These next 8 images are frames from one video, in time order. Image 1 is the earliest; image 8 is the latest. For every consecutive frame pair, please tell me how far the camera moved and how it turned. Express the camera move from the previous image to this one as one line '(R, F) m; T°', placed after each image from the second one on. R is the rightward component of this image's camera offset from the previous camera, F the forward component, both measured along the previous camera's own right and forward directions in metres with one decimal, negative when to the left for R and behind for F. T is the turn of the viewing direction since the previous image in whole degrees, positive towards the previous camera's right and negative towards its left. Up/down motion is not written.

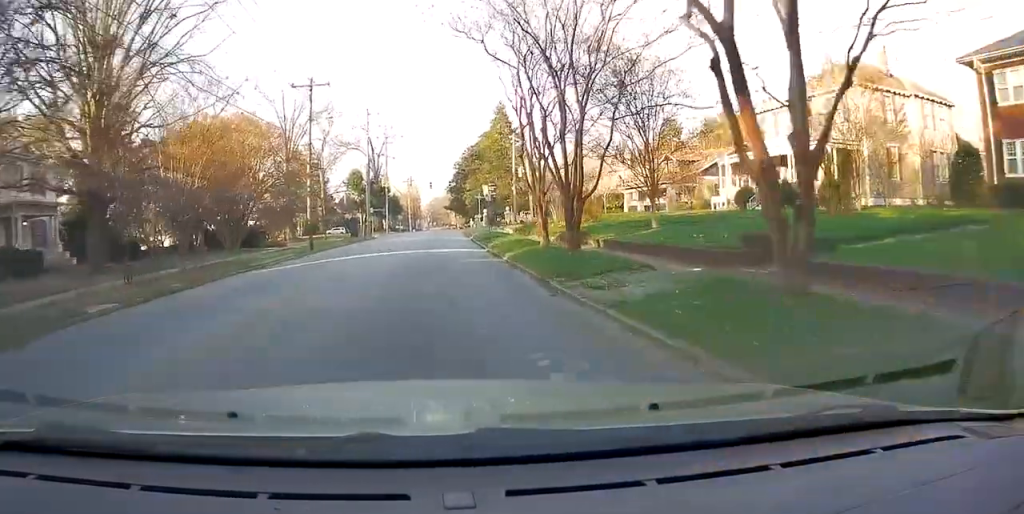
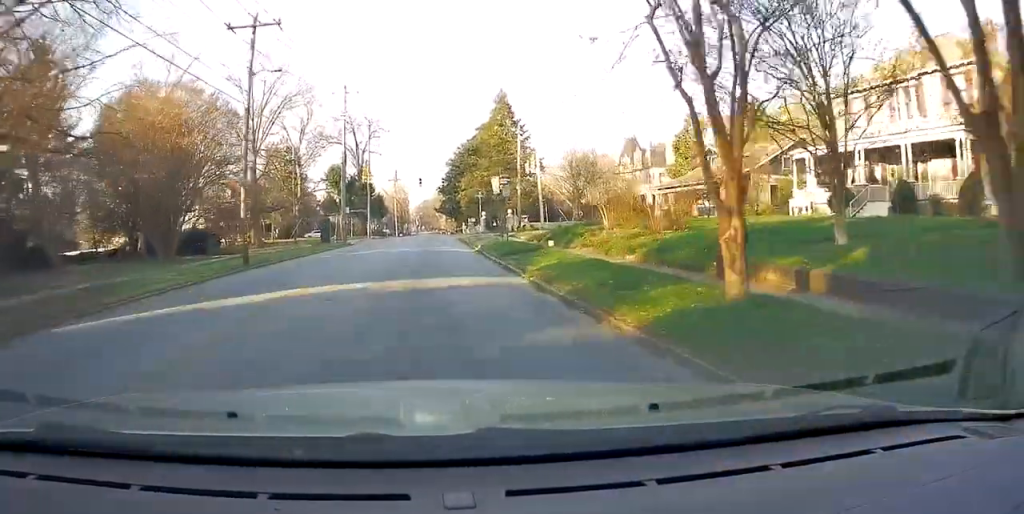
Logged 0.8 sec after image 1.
(+0.1, +12.1) m; +1°
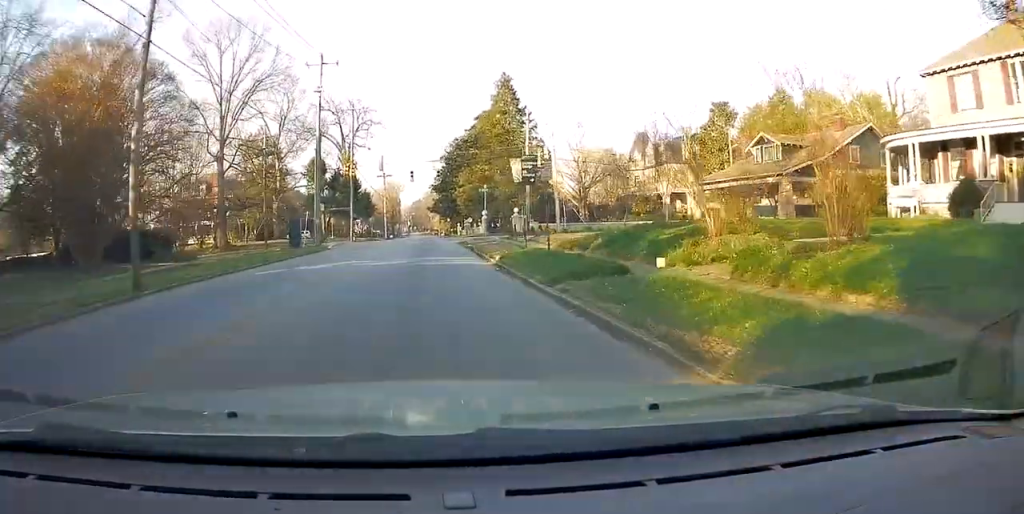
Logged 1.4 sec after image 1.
(0.0, +9.8) m; 0°
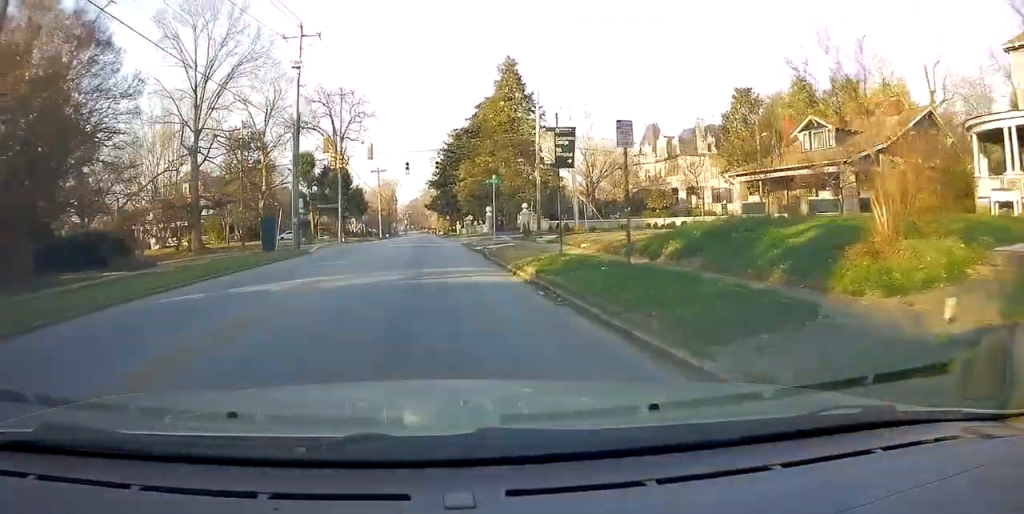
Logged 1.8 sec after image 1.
(+0.1, +6.4) m; 0°
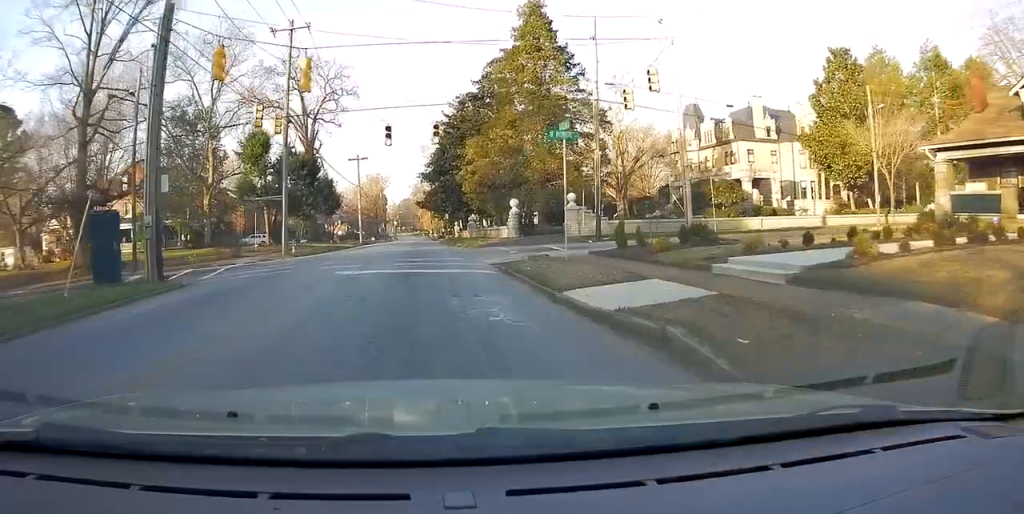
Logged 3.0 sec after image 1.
(-0.2, +18.4) m; +2°
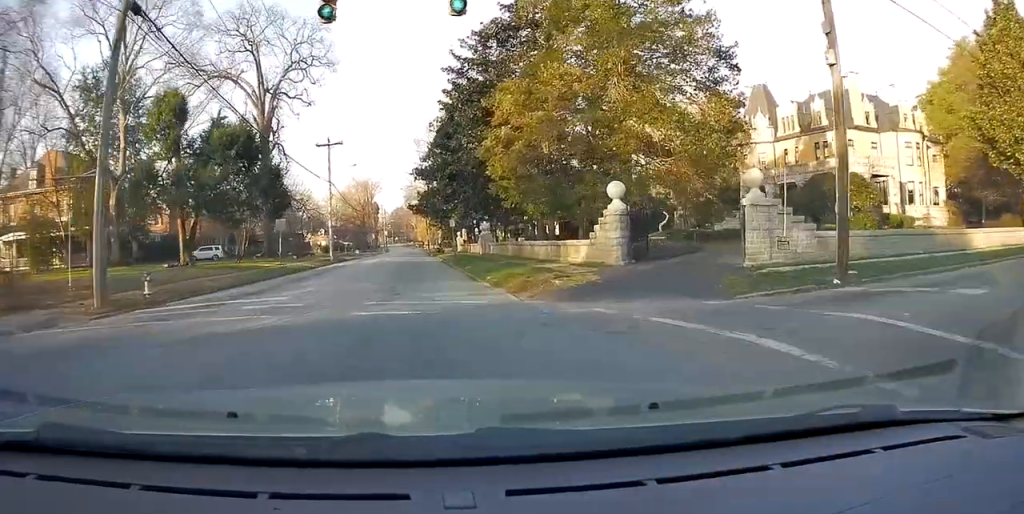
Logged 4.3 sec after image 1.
(+1.1, +19.2) m; +3°
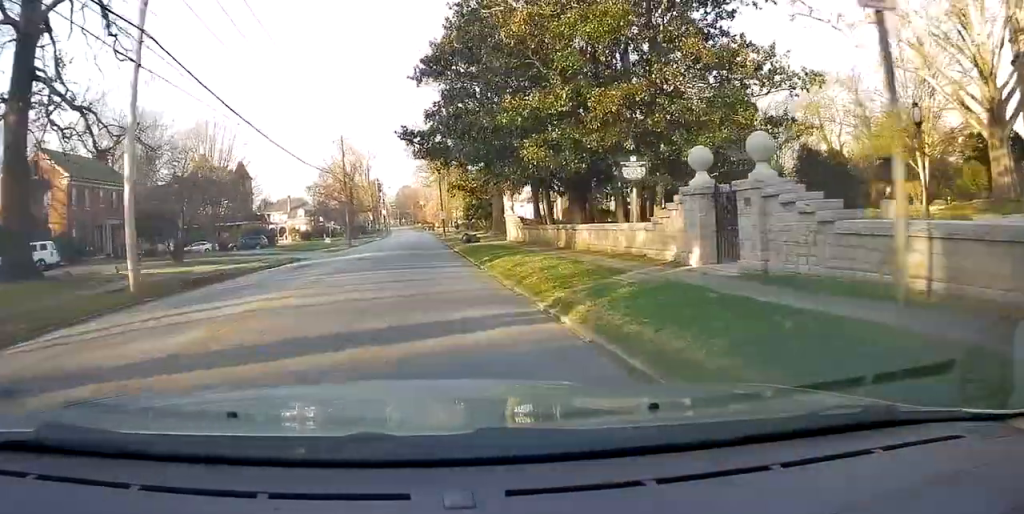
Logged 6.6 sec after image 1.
(-1.0, +36.6) m; -2°
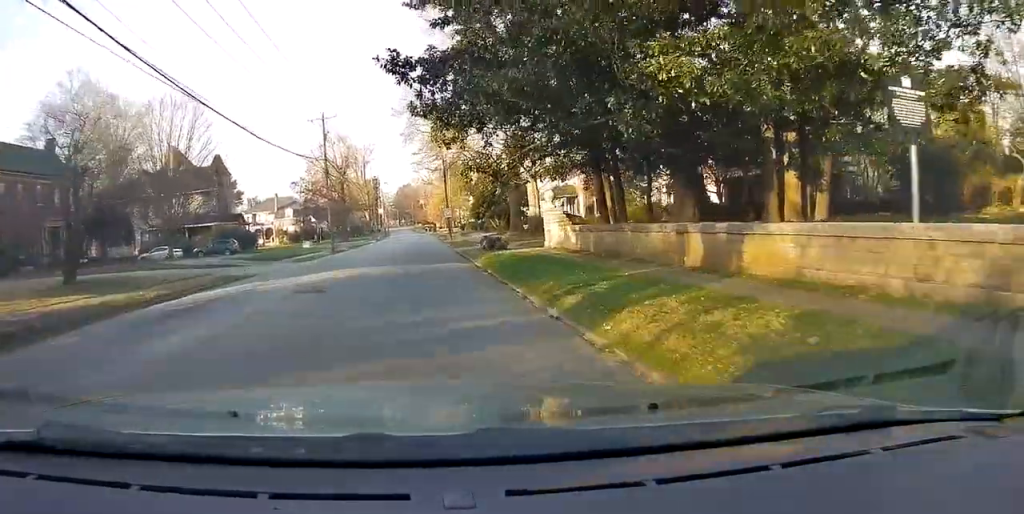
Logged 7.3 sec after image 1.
(0.0, +11.0) m; 0°
